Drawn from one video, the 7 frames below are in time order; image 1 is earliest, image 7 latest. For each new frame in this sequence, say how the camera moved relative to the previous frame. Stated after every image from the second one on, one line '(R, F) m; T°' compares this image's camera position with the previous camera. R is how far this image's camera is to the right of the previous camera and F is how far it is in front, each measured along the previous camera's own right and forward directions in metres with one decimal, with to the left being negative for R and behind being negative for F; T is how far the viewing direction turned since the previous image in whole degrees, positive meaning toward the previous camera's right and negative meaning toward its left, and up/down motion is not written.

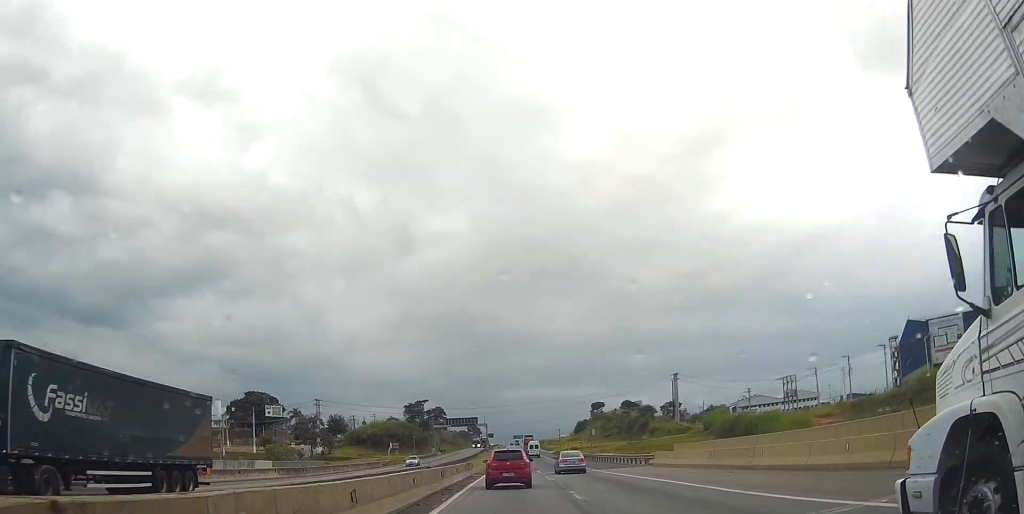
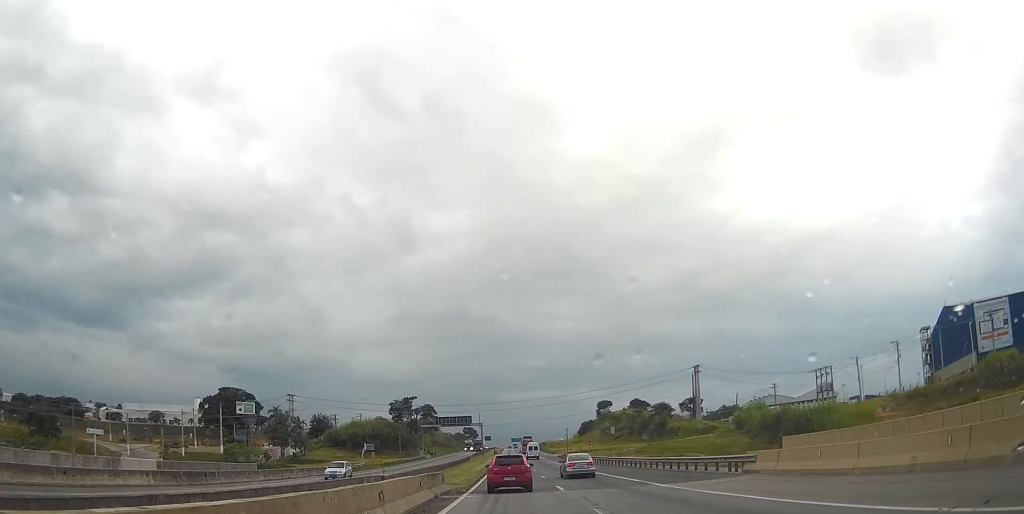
(+0.3, +21.3) m; +1°
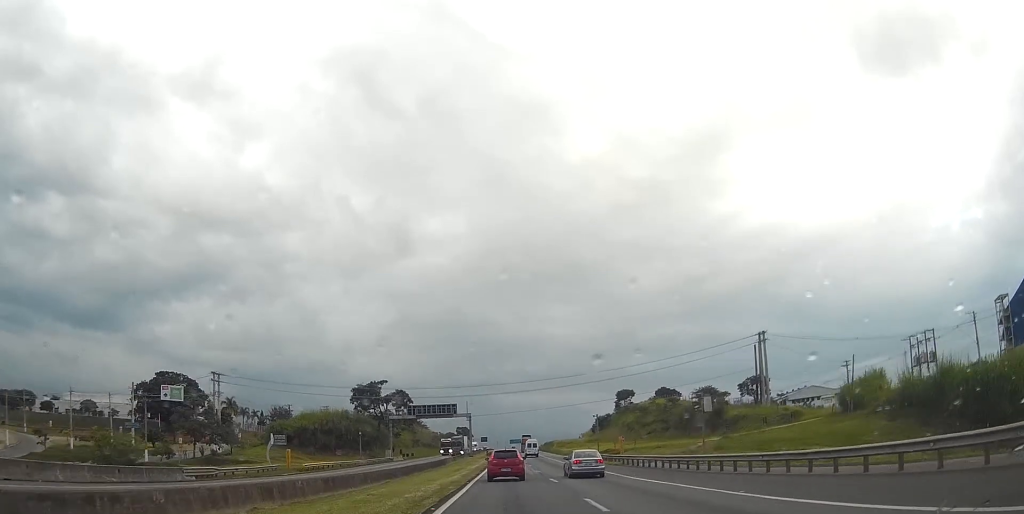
(+0.1, +42.4) m; +1°
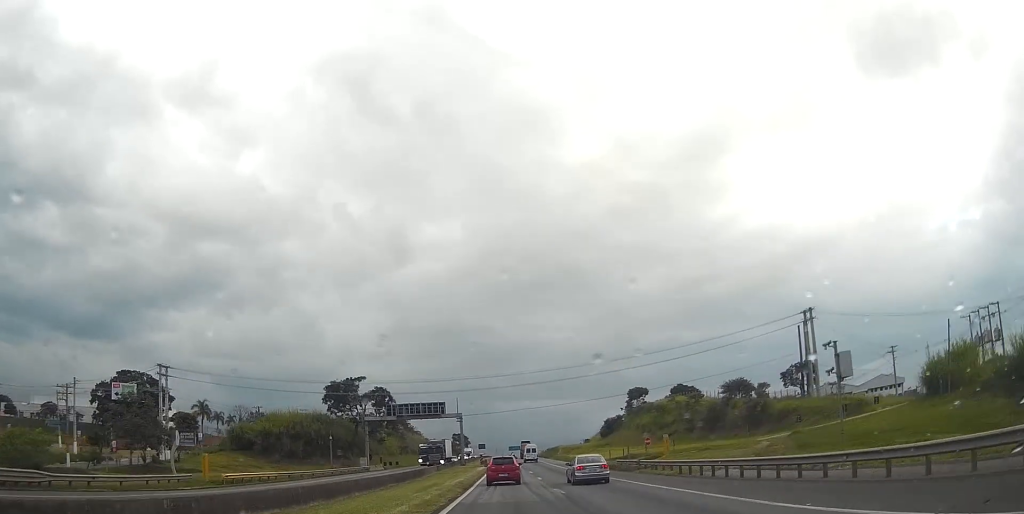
(+0.1, +19.9) m; +1°
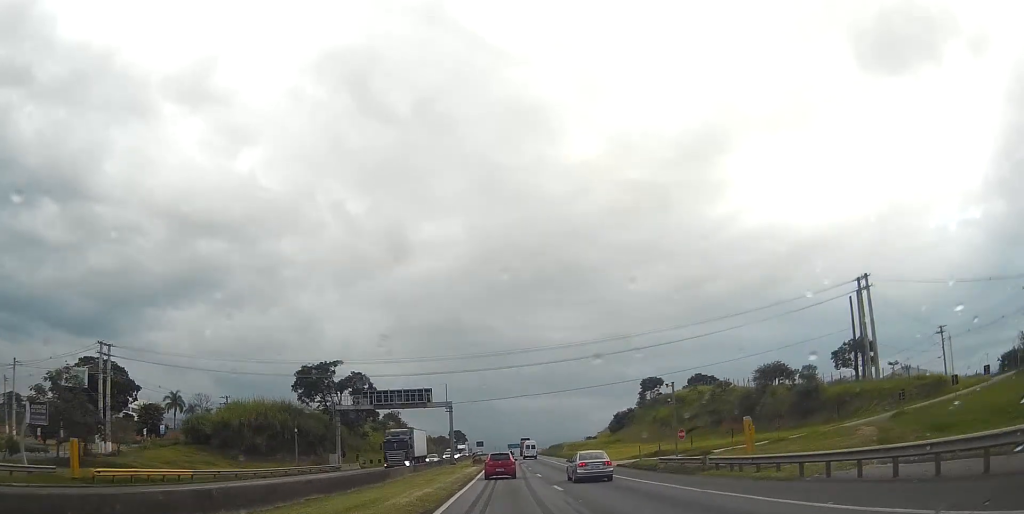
(+0.1, +16.9) m; 0°
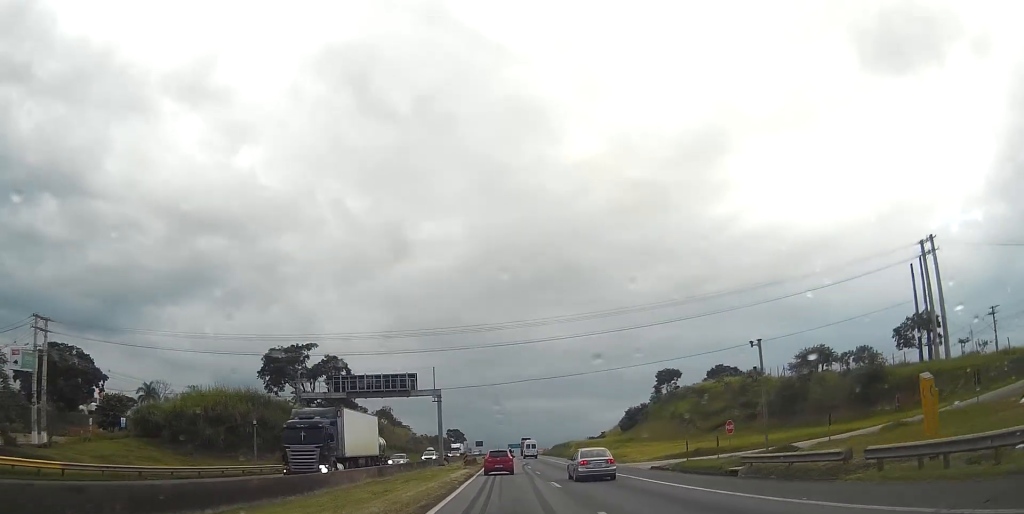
(+0.1, +14.7) m; 0°
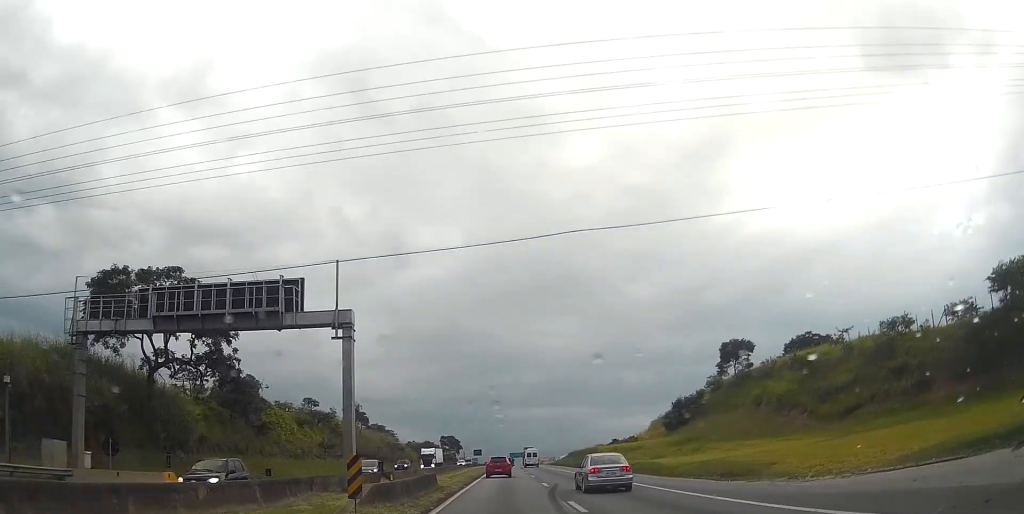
(-0.4, +40.0) m; 0°
